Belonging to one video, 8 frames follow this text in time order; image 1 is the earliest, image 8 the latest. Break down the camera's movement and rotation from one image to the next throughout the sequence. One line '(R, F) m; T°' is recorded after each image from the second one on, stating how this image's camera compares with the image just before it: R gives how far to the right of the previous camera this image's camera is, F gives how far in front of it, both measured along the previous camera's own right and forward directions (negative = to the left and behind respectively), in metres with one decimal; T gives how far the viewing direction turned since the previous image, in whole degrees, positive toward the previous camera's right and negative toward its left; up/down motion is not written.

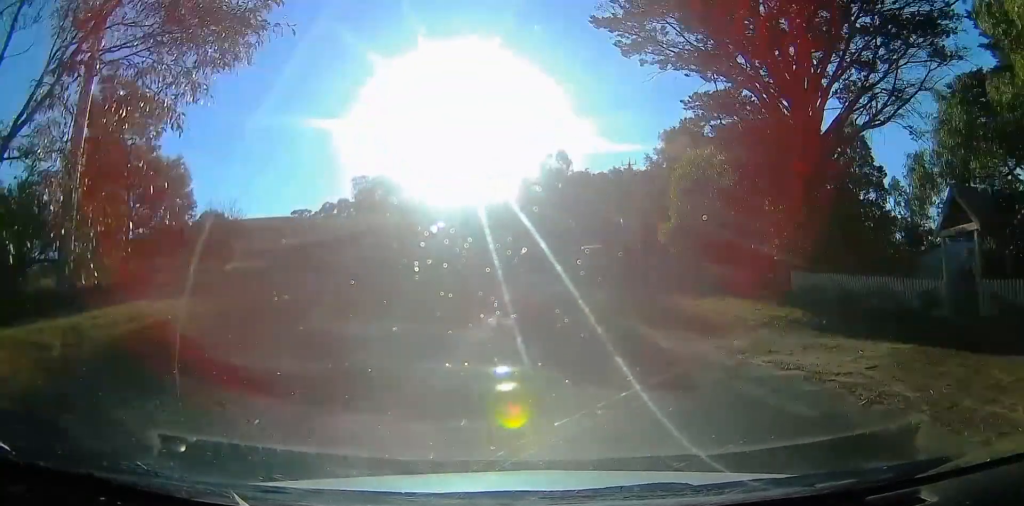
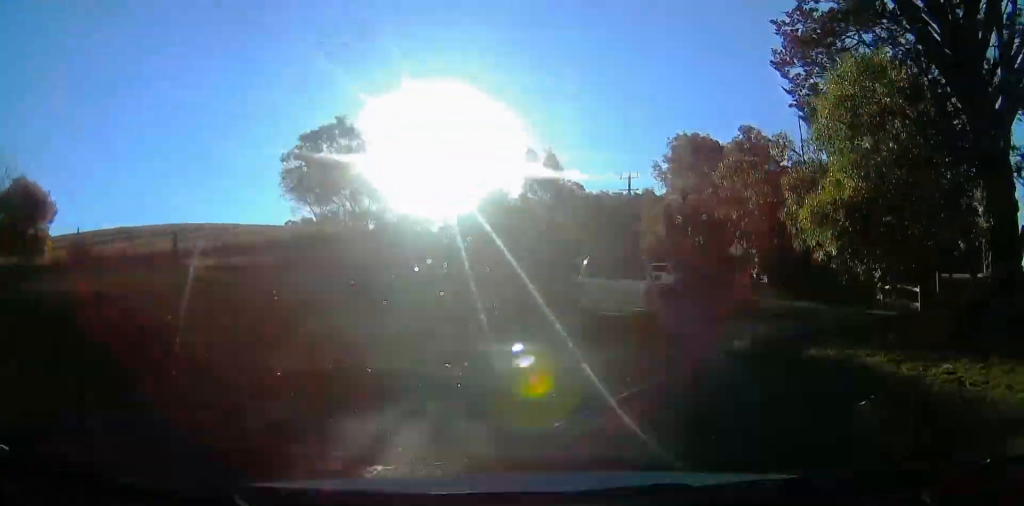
(-0.2, +12.5) m; -1°
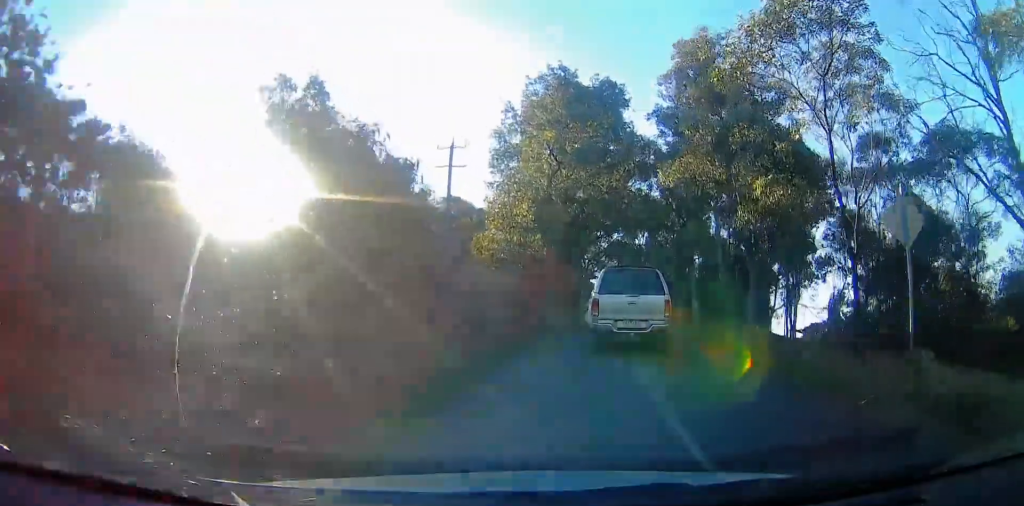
(+3.4, +24.4) m; +20°
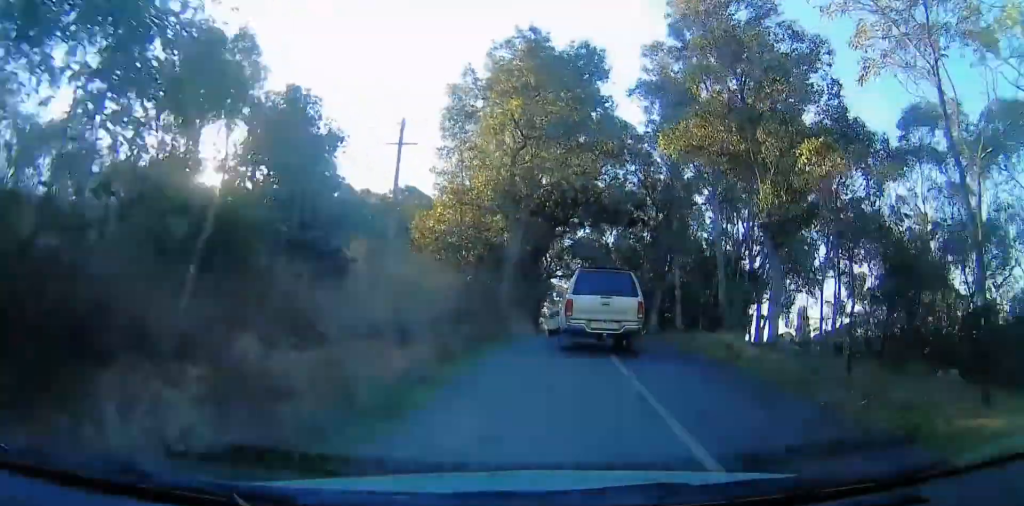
(+0.2, +4.9) m; +1°
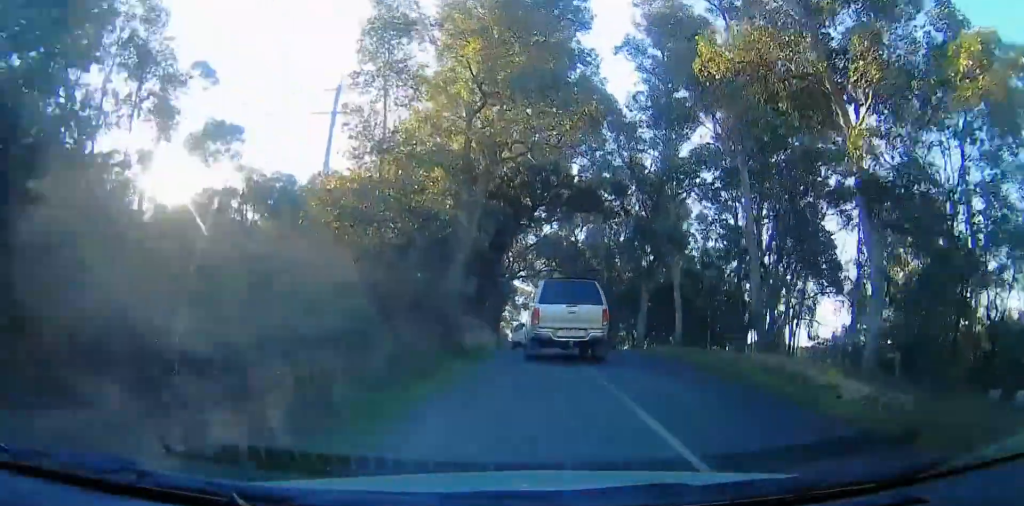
(+0.3, +6.8) m; +1°
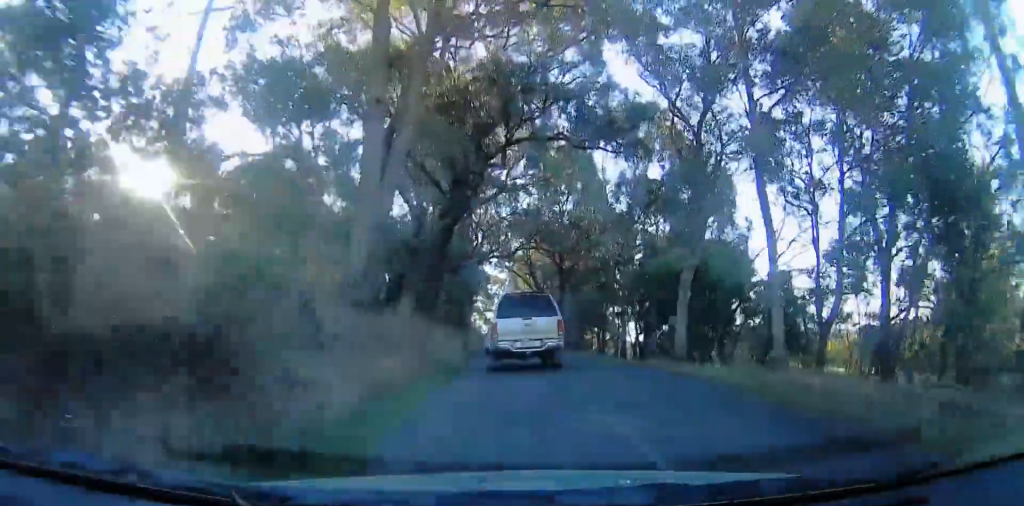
(-0.3, +11.2) m; -4°
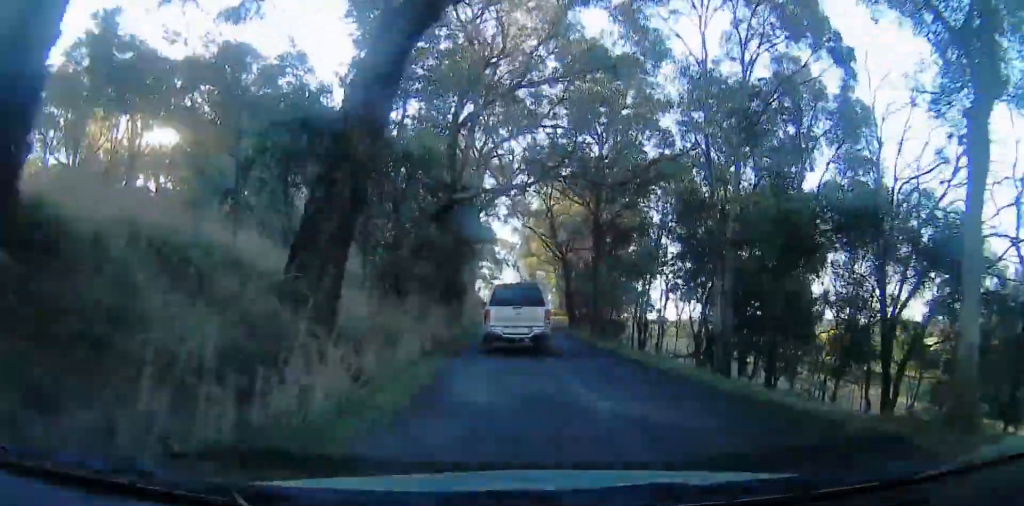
(-0.6, +15.5) m; +4°
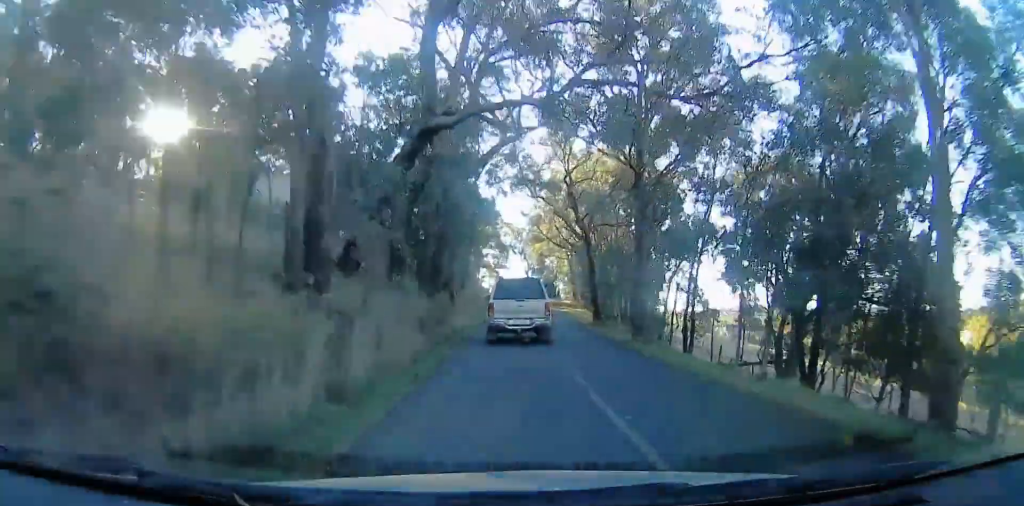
(+1.1, +11.3) m; +5°
